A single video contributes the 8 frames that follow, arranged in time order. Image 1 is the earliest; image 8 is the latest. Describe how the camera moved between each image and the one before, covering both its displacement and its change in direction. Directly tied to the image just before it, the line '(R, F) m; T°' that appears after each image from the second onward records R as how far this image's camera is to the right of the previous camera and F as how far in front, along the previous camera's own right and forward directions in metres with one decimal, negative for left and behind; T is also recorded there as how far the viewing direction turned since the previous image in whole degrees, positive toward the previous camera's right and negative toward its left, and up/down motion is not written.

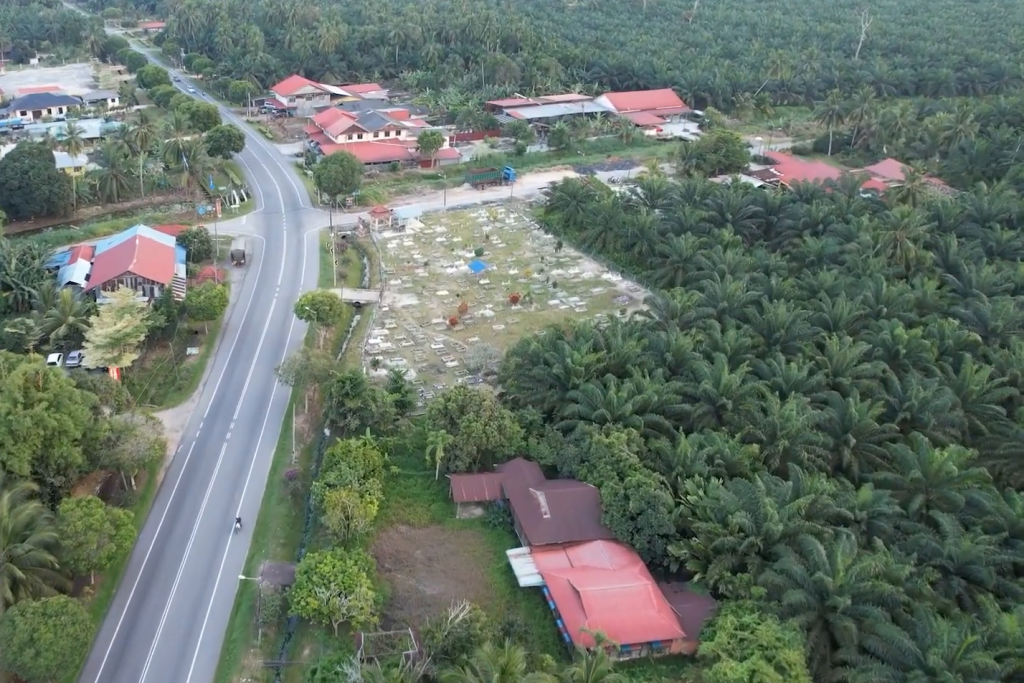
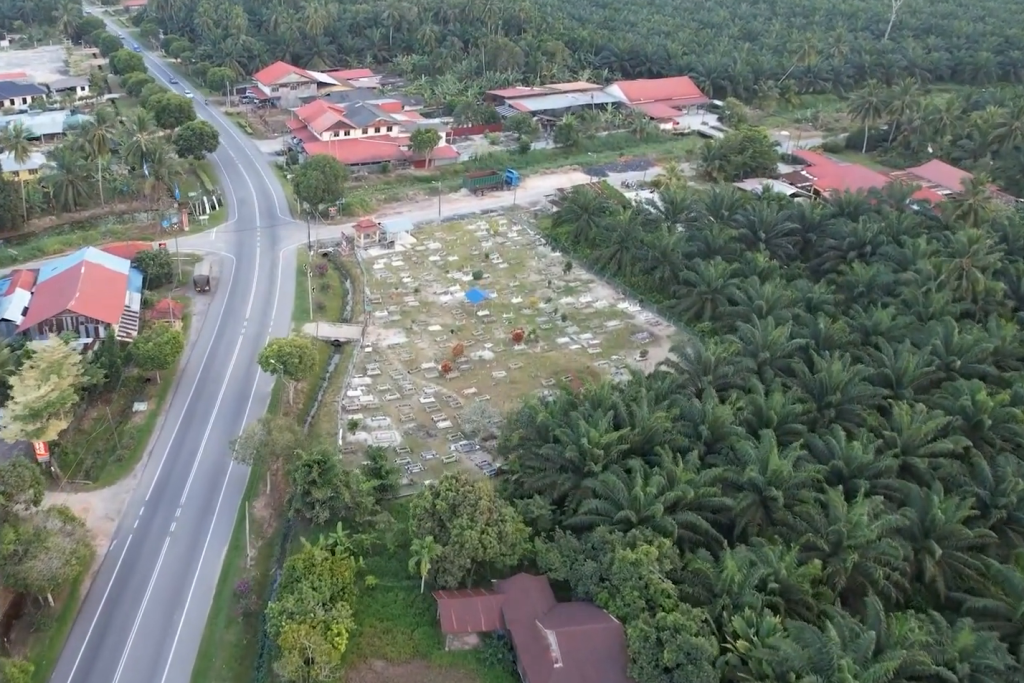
(0.0, +20.6) m; 0°
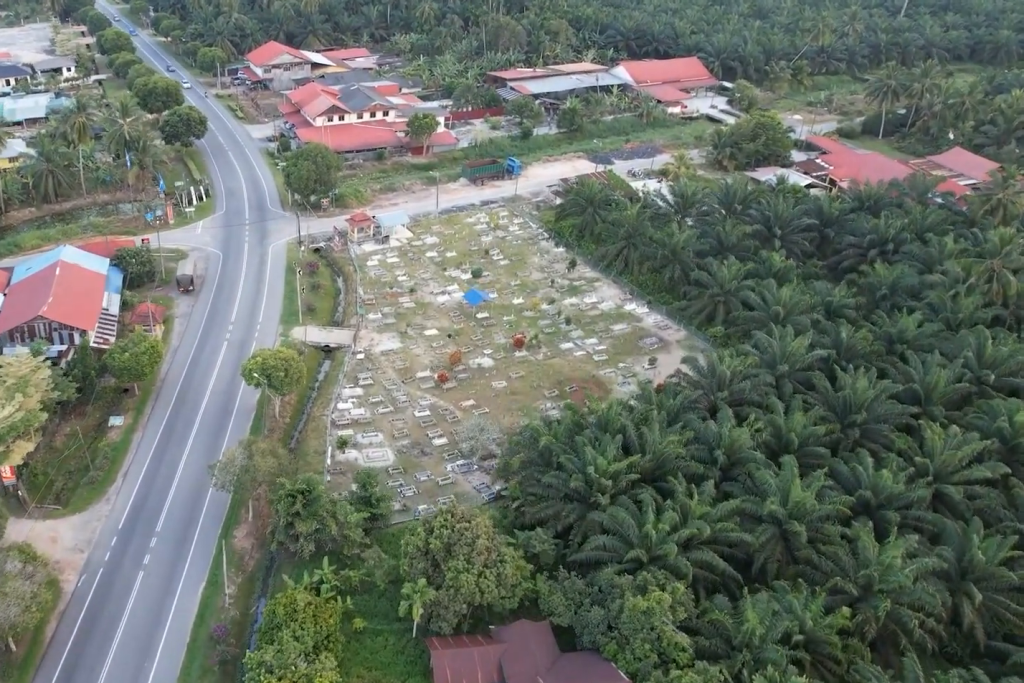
(0.0, +7.5) m; 0°
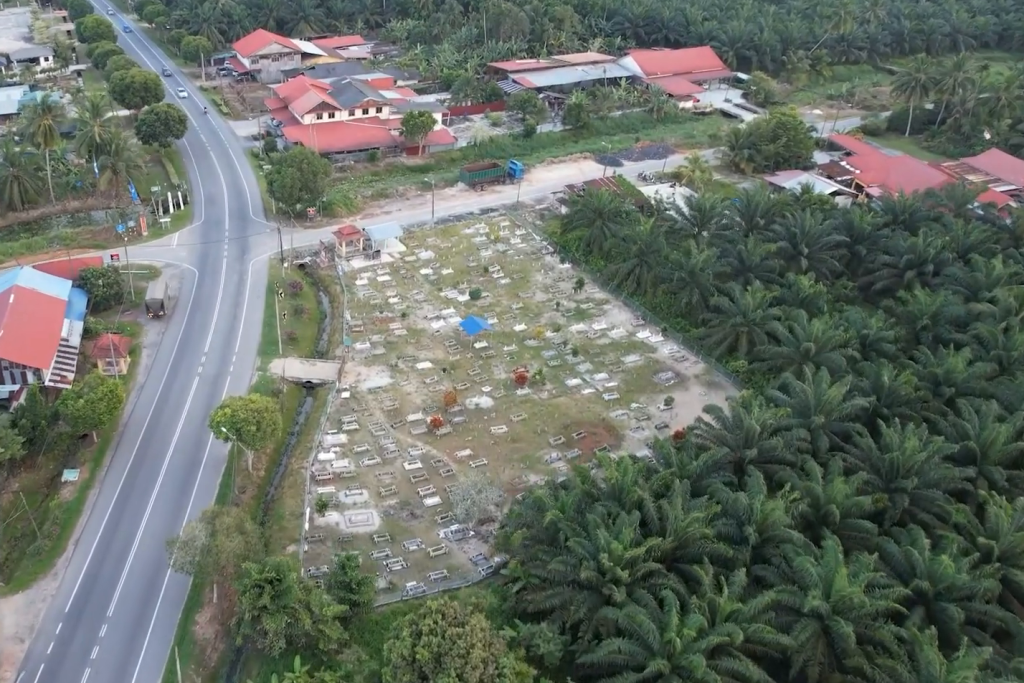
(0.0, +12.5) m; 0°
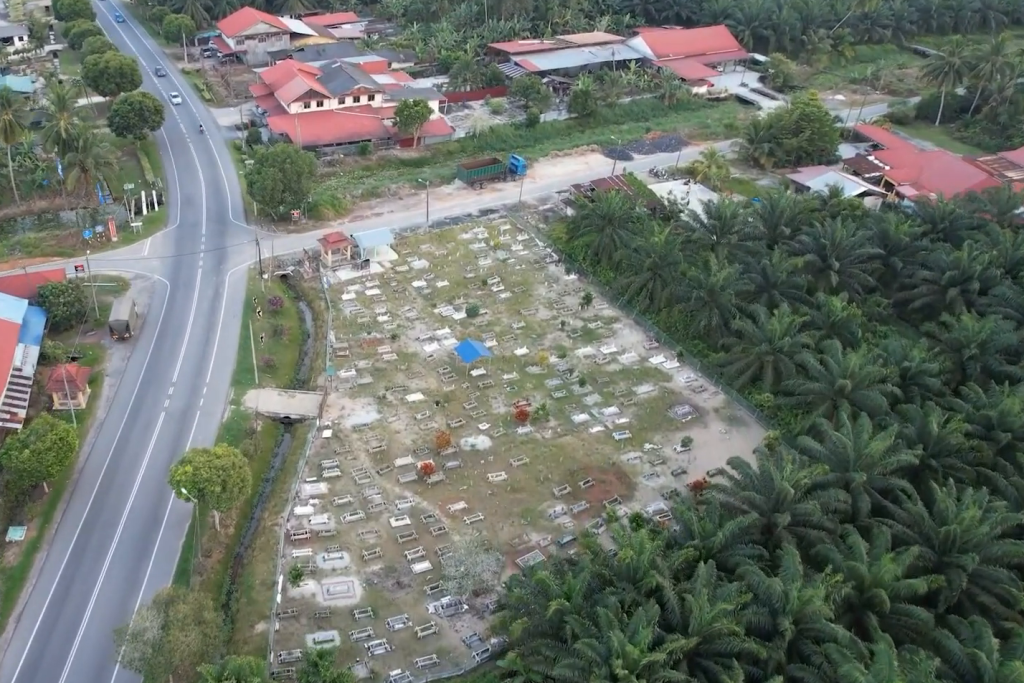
(0.0, +11.9) m; 0°
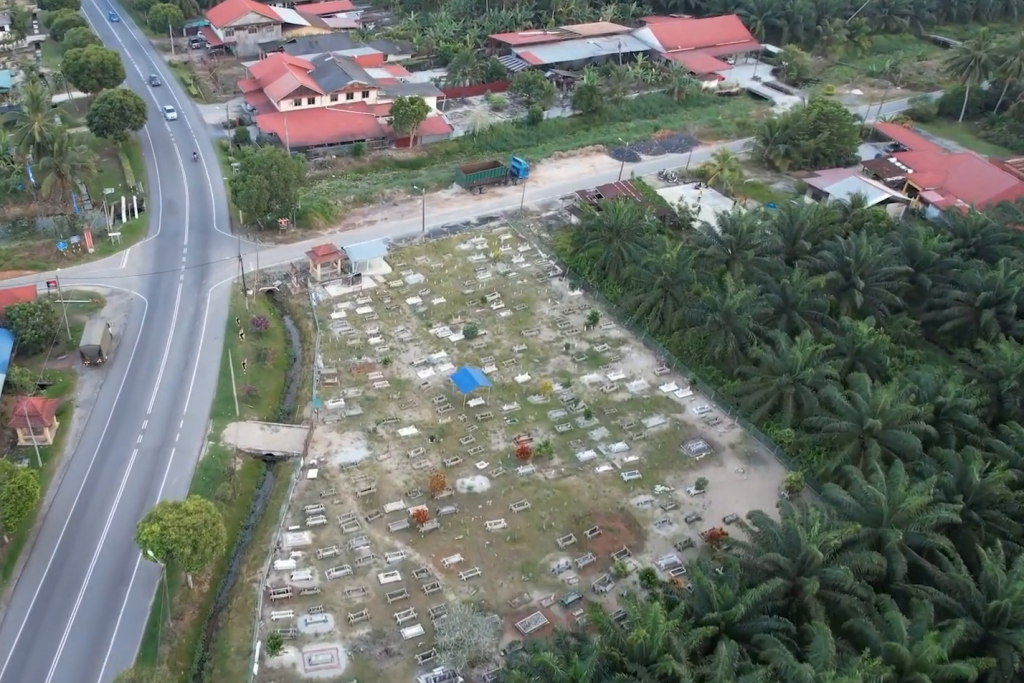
(0.0, +8.4) m; 0°
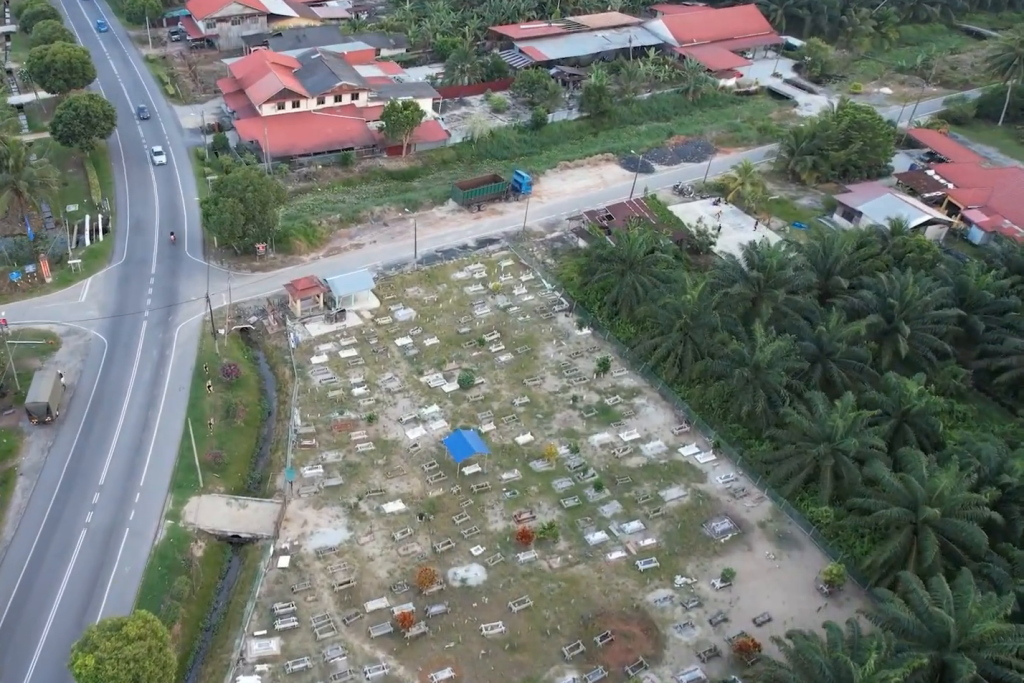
(0.0, +12.9) m; 0°
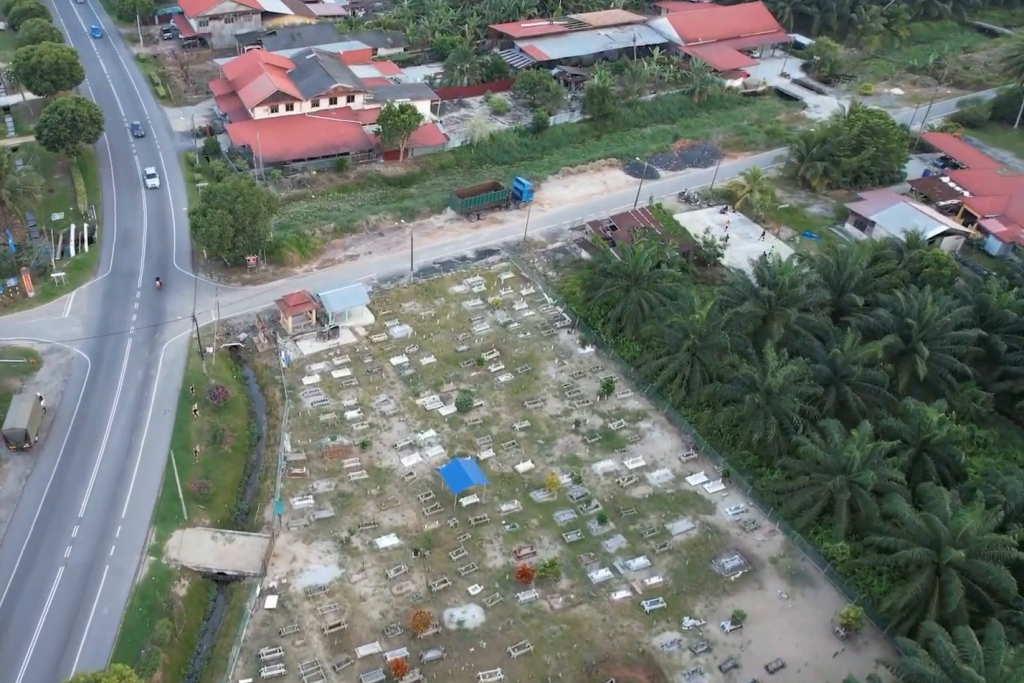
(0.0, +5.0) m; 0°
